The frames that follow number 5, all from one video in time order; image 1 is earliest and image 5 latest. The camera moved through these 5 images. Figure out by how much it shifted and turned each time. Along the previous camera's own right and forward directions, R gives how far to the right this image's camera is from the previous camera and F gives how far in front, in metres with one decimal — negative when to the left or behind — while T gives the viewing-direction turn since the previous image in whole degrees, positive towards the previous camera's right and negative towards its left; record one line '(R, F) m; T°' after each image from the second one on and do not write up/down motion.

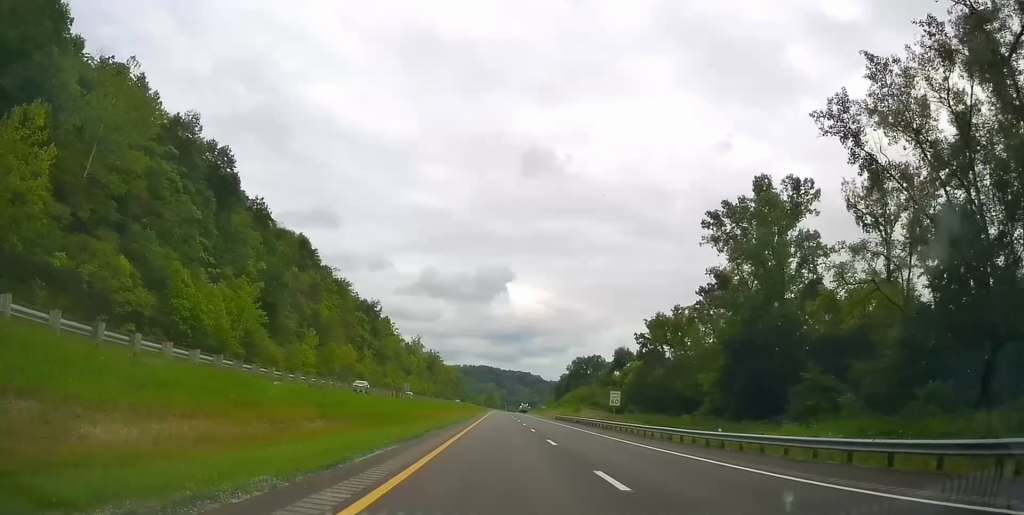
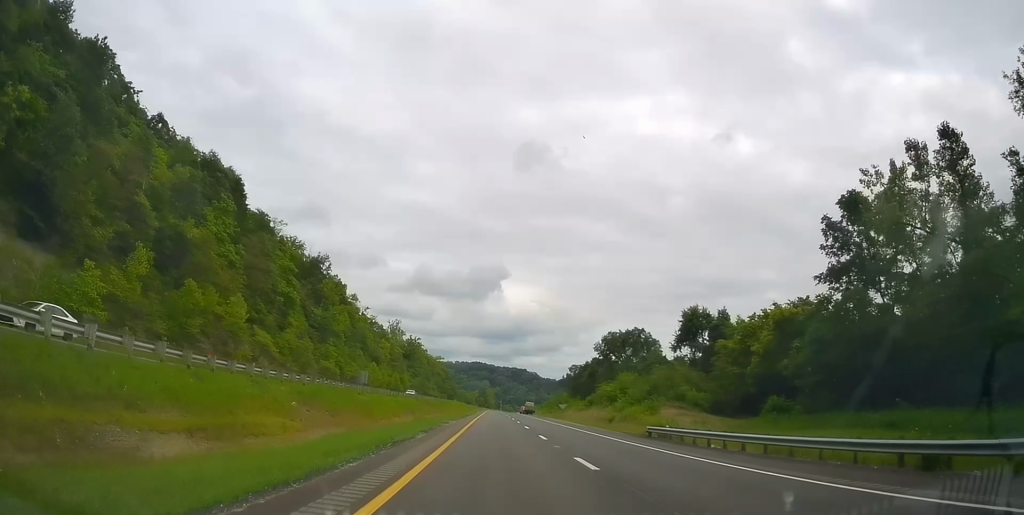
(+1.4, +57.7) m; +2°
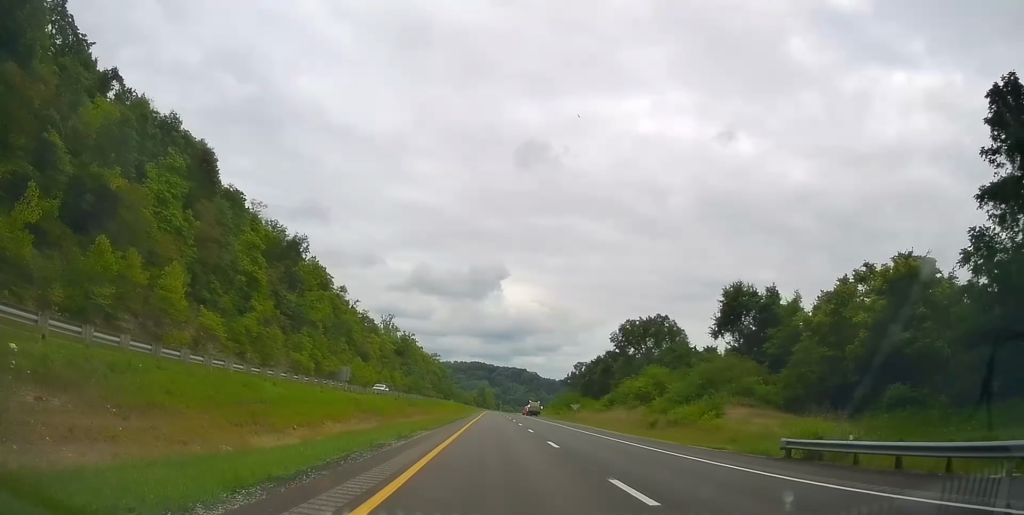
(0.0, +17.3) m; -1°
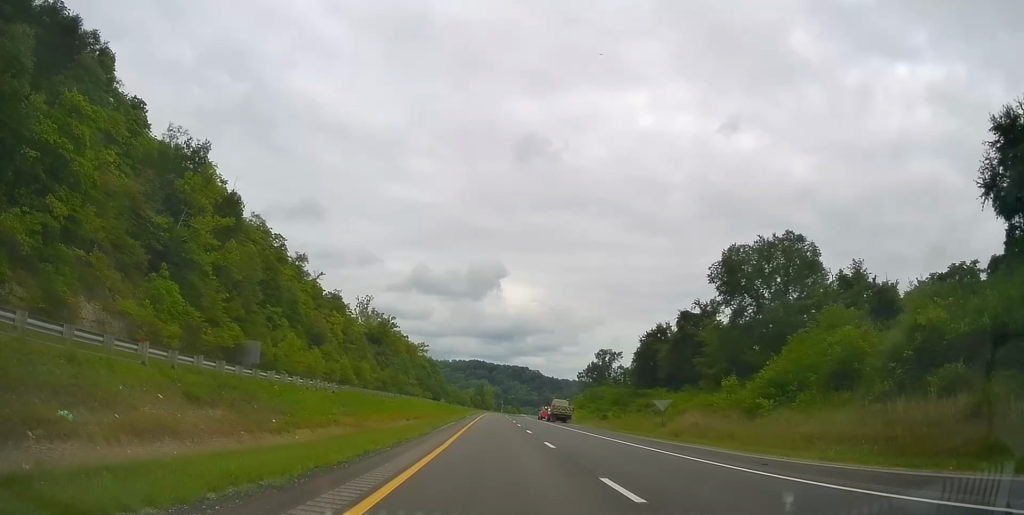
(-1.2, +49.0) m; -1°
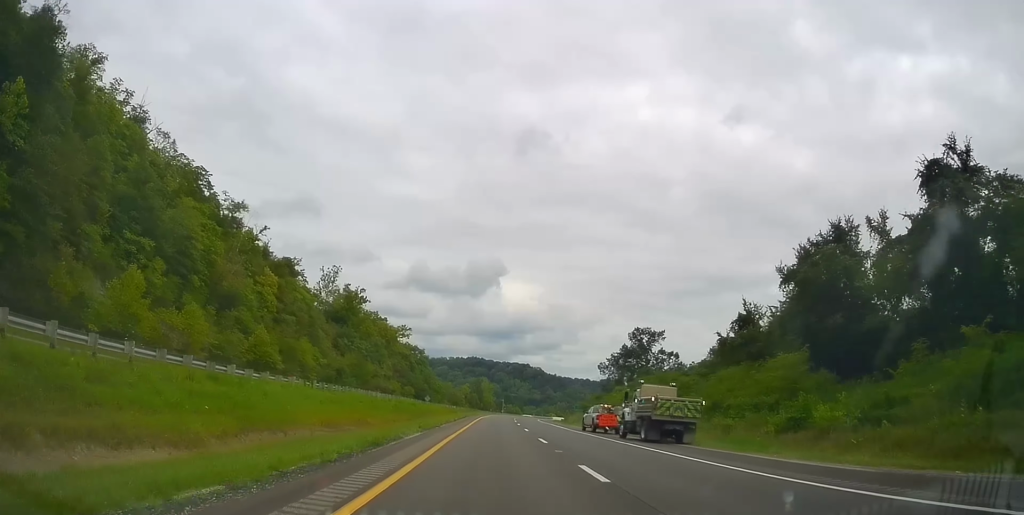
(+1.1, +47.0) m; +1°
